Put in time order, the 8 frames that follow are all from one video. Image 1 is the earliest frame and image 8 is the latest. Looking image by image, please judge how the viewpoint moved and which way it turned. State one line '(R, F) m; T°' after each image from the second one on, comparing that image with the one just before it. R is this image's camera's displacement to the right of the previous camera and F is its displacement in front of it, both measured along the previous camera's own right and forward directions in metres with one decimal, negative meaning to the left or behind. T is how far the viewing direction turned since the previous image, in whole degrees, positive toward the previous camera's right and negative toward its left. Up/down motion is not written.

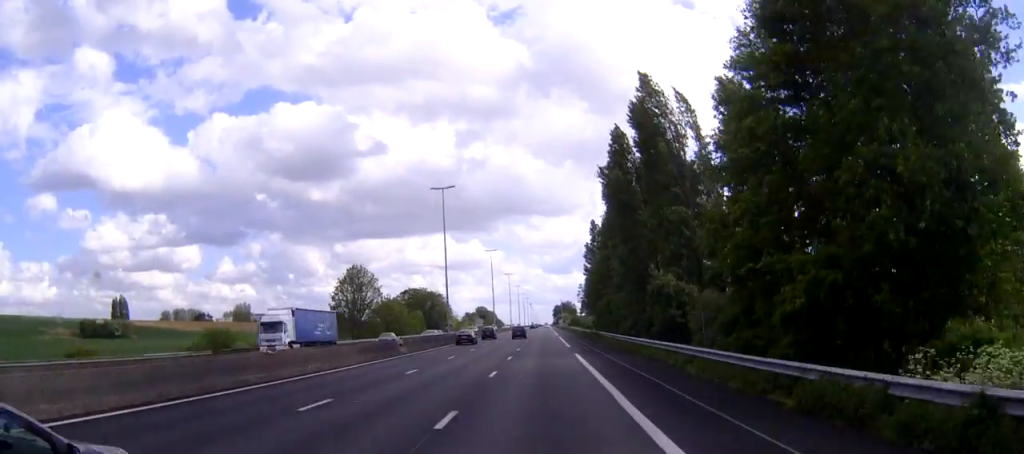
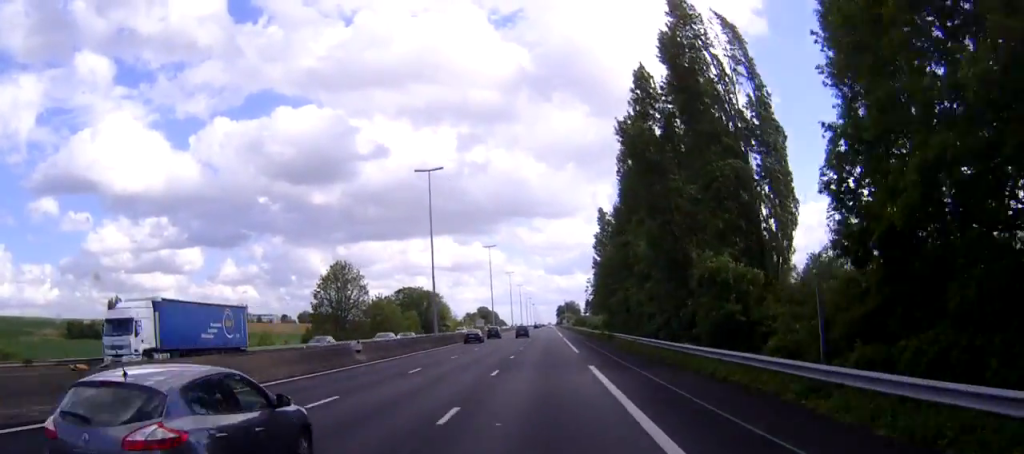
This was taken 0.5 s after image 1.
(0.0, +12.3) m; 0°
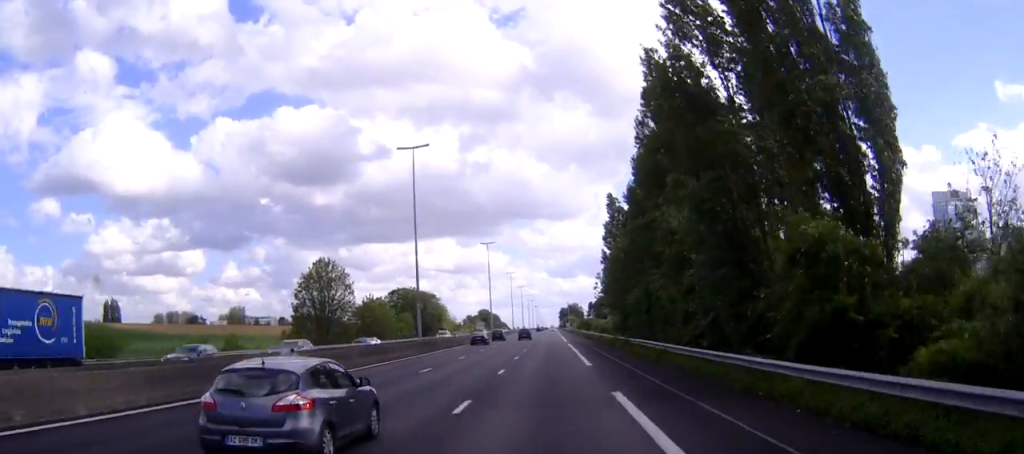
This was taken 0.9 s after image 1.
(-0.1, +10.7) m; 0°
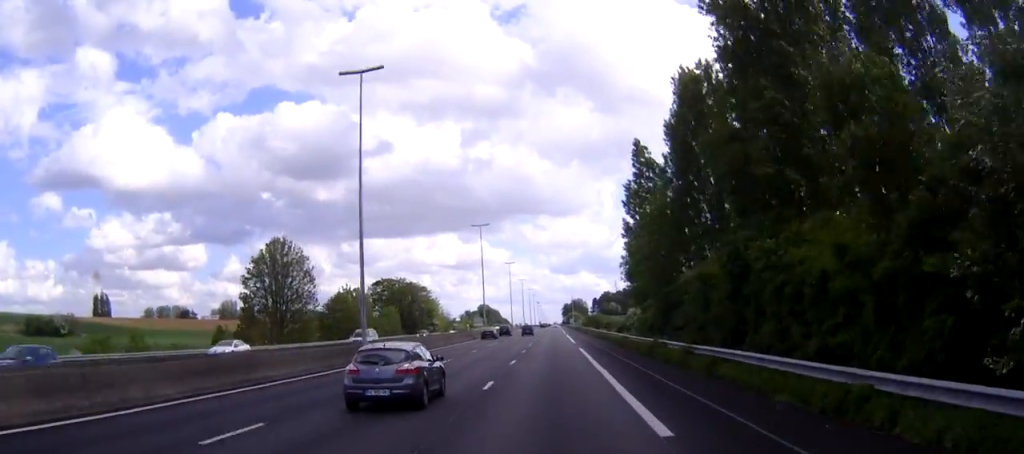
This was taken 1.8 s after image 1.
(-0.1, +20.5) m; 0°
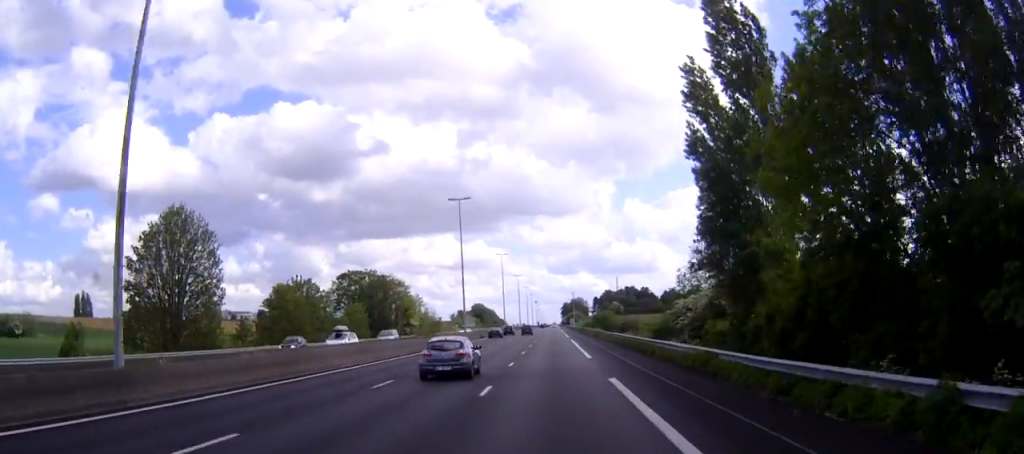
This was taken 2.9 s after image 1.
(+0.1, +27.0) m; 0°
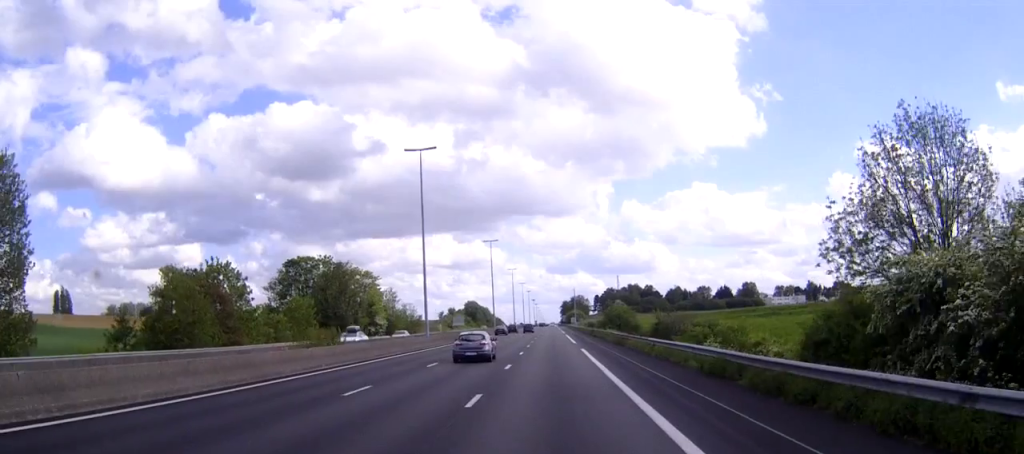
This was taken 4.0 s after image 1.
(0.0, +28.6) m; 0°
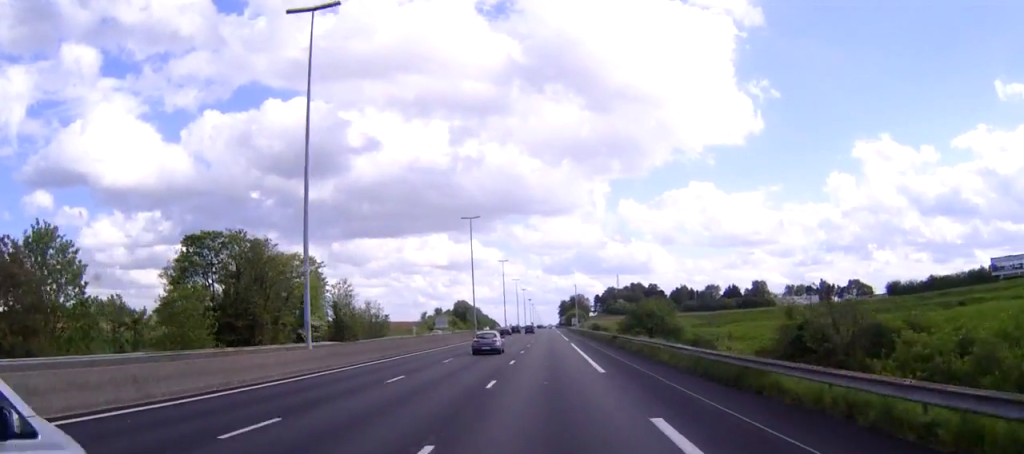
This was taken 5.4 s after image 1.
(-0.1, +32.7) m; 0°
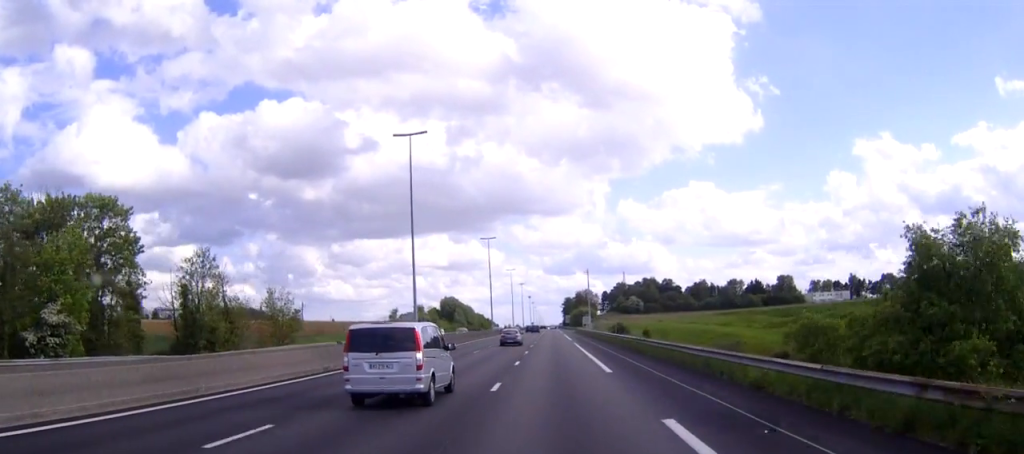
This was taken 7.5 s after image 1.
(+0.3, +52.1) m; 0°
